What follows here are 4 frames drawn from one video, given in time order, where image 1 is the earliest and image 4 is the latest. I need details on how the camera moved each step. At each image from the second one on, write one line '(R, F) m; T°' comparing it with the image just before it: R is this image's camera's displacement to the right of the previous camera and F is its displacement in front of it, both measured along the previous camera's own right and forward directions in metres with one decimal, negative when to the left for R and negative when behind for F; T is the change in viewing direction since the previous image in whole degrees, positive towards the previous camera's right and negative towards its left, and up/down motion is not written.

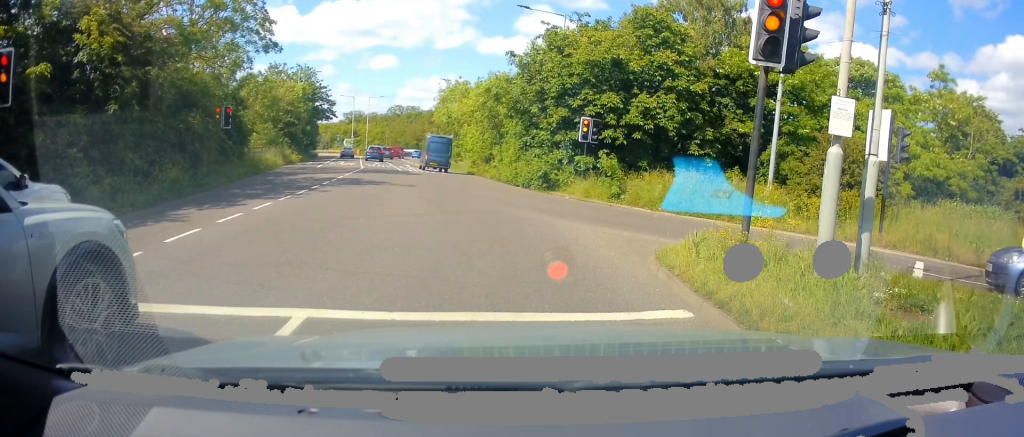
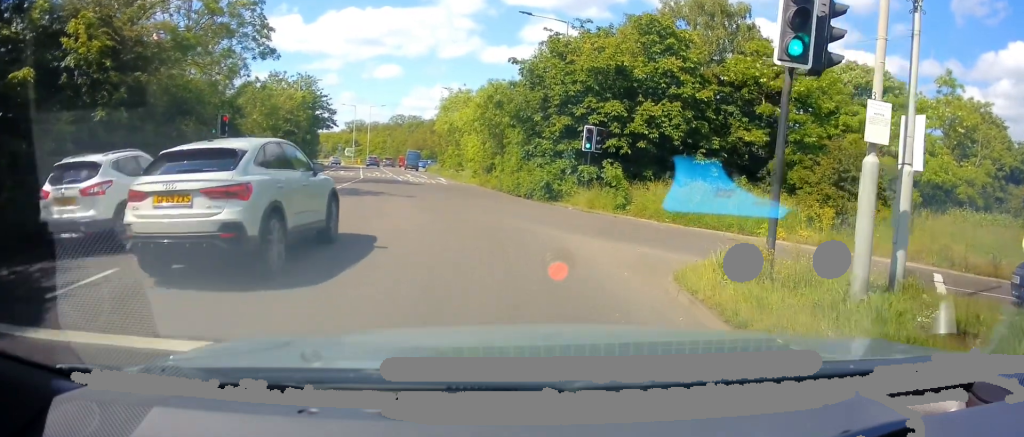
(-0.2, +0.7) m; -3°
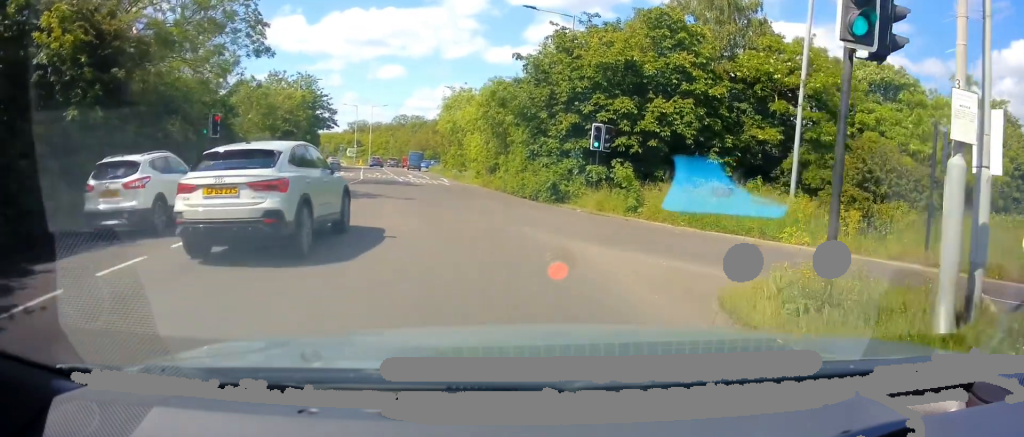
(-0.2, +0.8) m; -5°
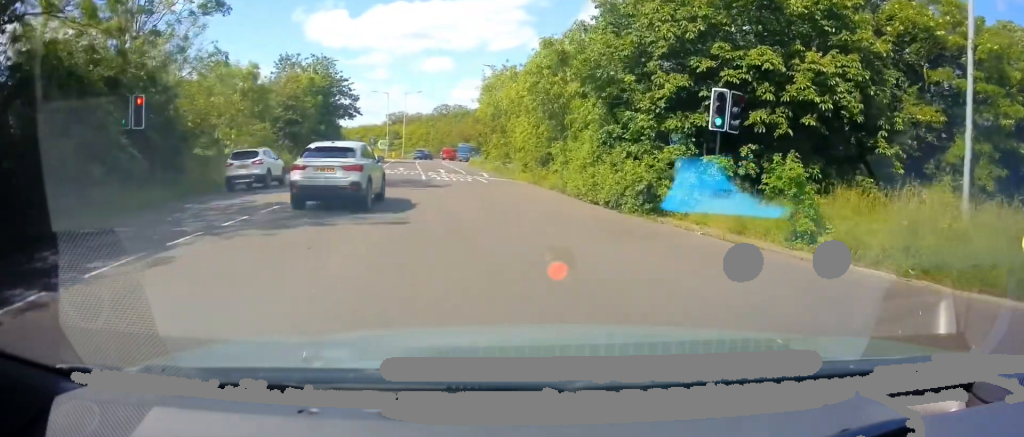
(-0.2, +8.3) m; -3°
